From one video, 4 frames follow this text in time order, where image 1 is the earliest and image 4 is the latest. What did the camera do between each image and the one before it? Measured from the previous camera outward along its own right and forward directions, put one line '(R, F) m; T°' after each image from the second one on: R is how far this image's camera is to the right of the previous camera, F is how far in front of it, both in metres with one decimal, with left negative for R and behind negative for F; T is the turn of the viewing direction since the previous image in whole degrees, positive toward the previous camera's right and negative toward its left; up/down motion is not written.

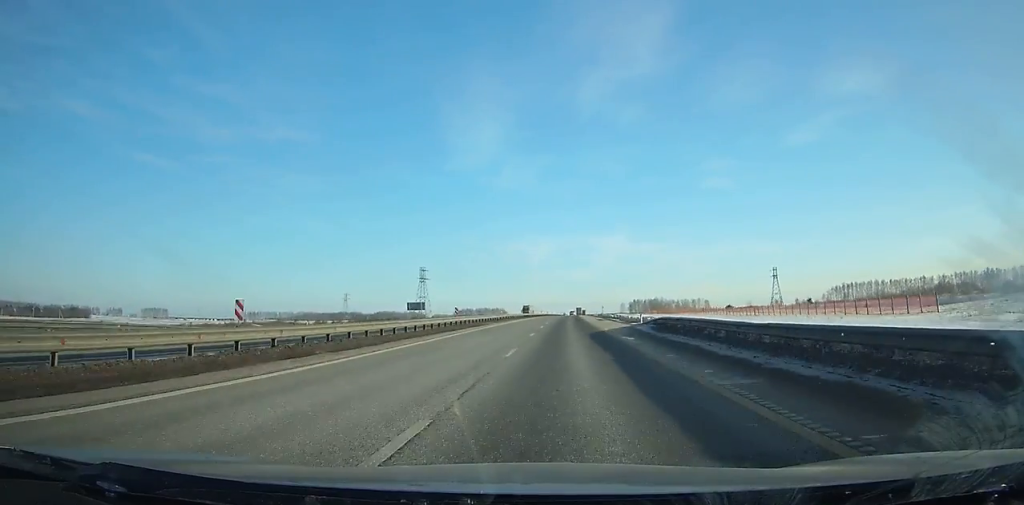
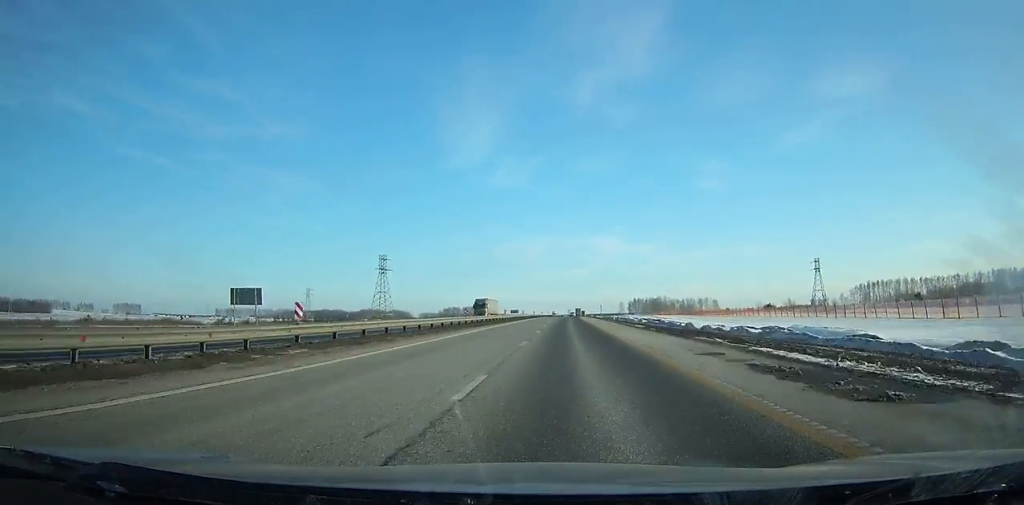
(+0.2, +53.8) m; +1°
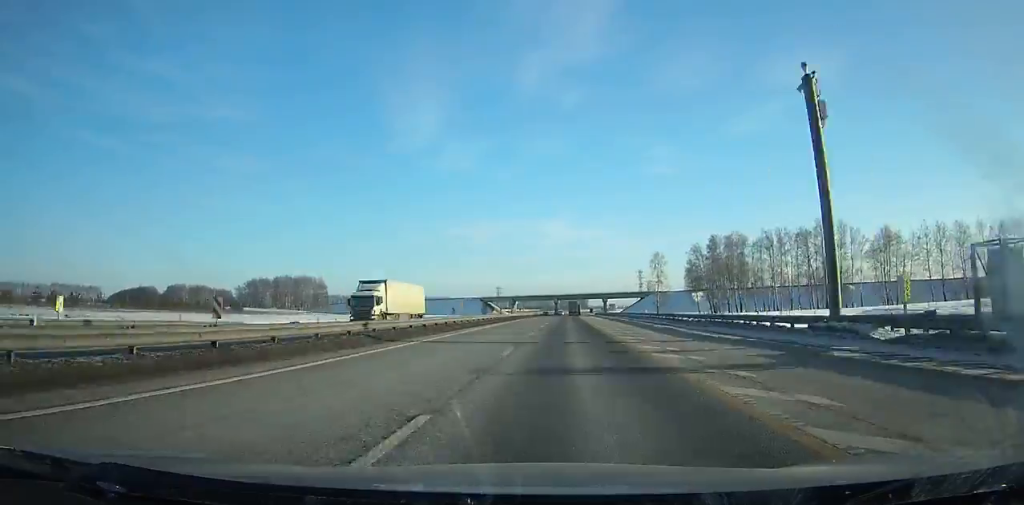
(+17.1, +416.7) m; +5°
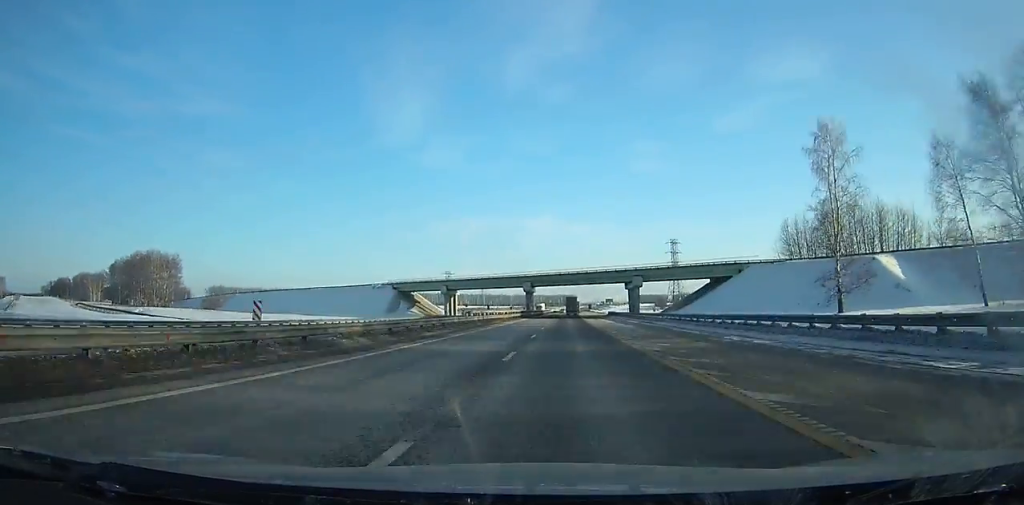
(+1.3, +120.2) m; +1°
